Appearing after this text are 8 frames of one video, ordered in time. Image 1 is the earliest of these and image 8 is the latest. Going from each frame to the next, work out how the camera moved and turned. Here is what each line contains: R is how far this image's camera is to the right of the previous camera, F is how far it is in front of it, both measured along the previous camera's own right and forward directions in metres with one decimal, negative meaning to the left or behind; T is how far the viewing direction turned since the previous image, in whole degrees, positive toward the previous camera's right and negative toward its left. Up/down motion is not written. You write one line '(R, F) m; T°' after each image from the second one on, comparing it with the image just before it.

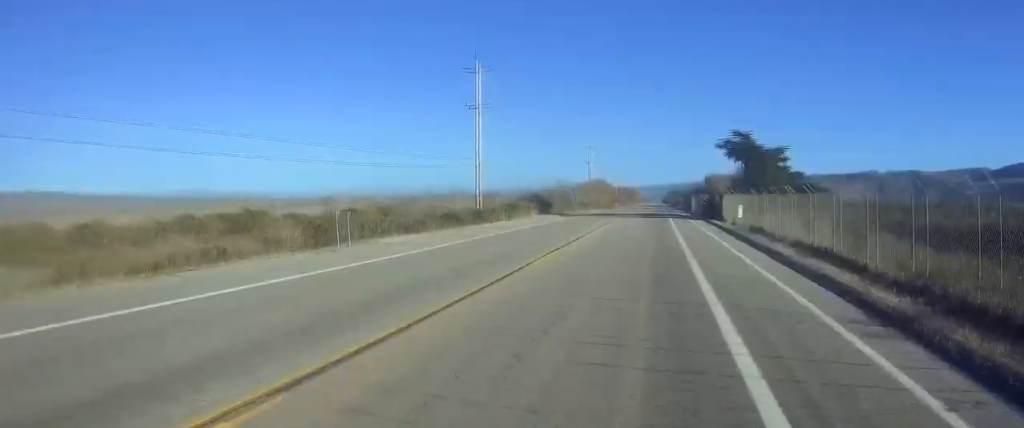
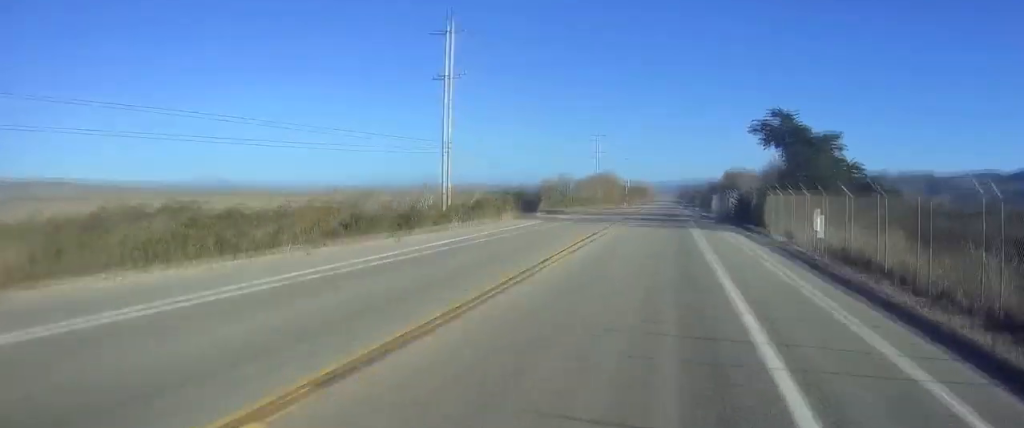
(+0.3, +15.0) m; +2°
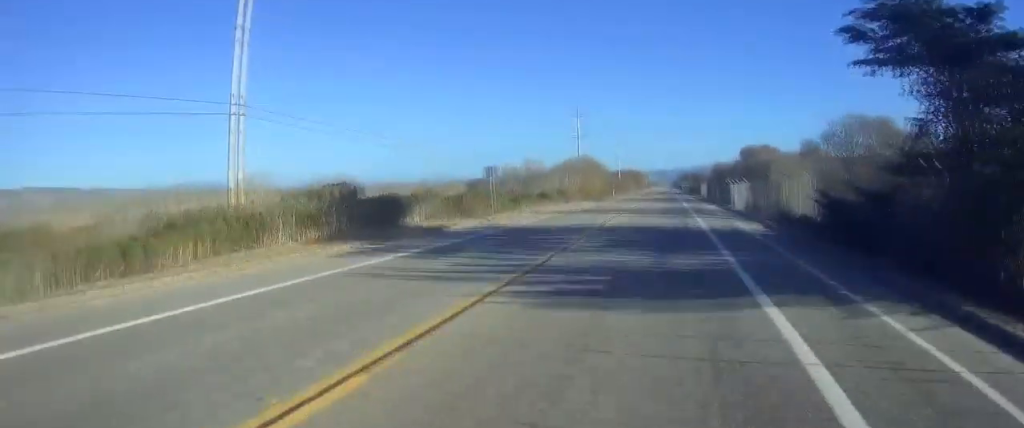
(+0.6, +28.7) m; +1°
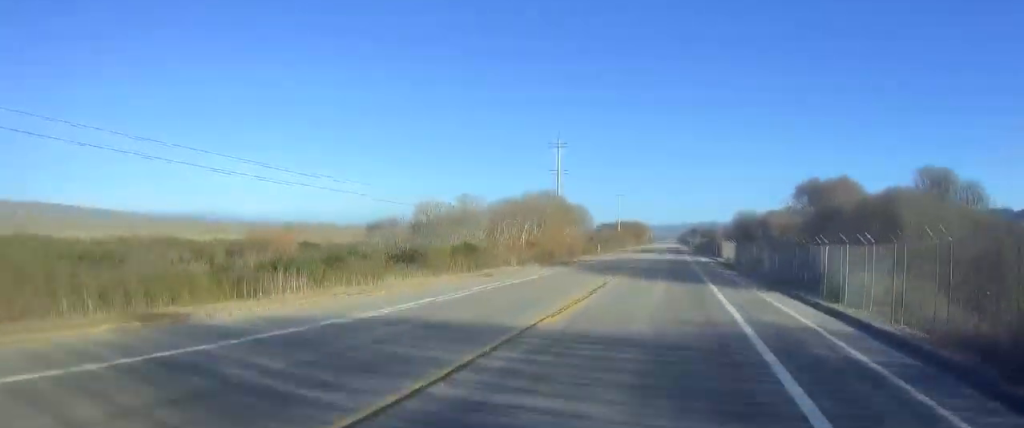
(0.0, +34.3) m; -1°
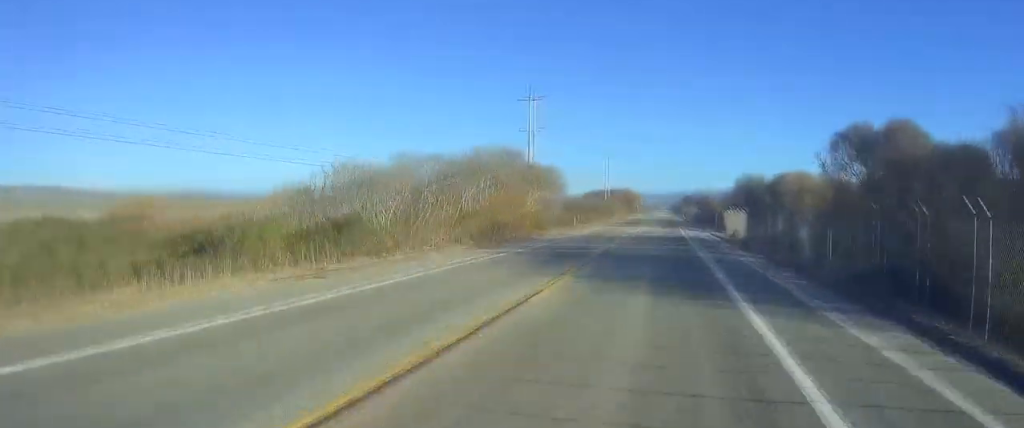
(-0.3, +14.2) m; -1°
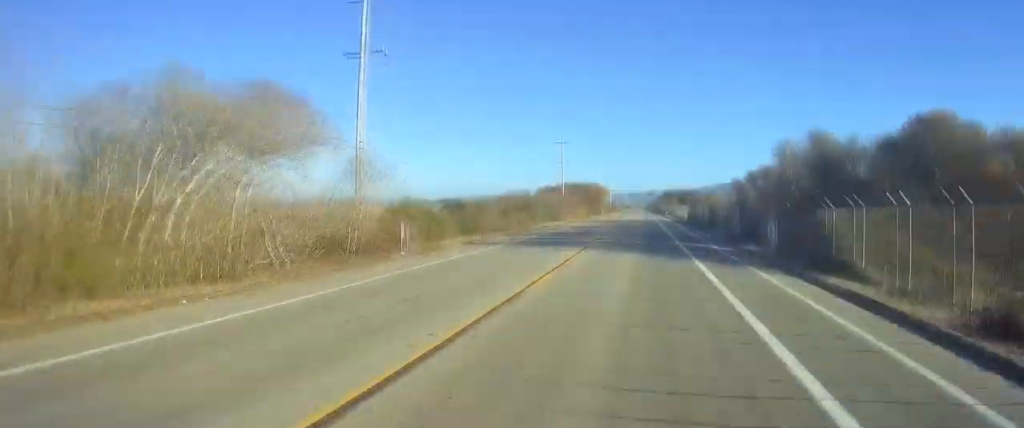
(-1.3, +45.4) m; -2°
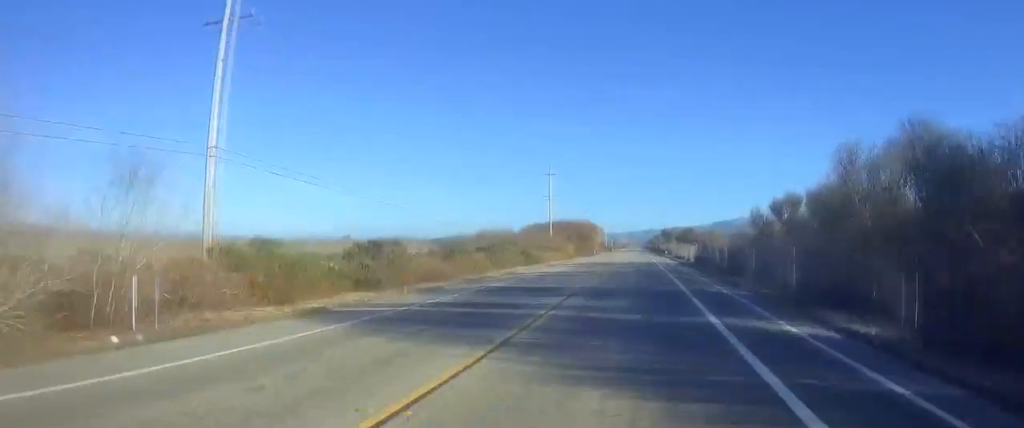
(0.0, +15.7) m; +1°
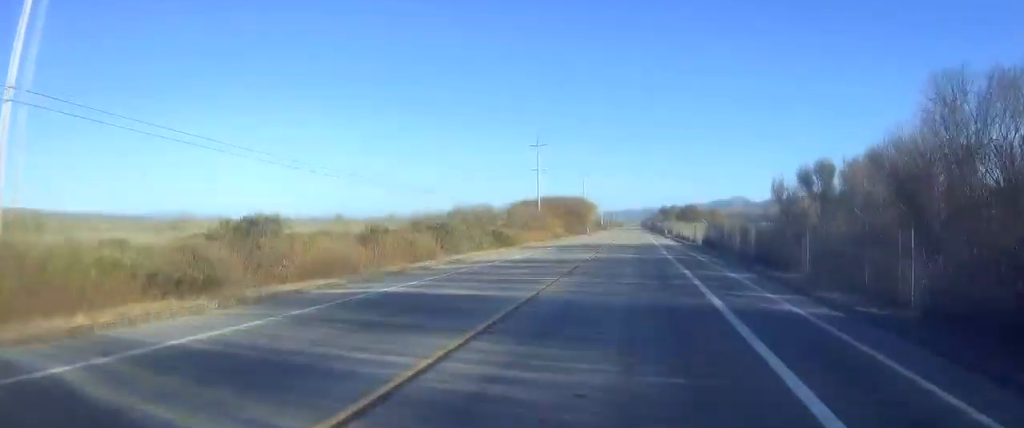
(+0.1, +11.6) m; +1°
